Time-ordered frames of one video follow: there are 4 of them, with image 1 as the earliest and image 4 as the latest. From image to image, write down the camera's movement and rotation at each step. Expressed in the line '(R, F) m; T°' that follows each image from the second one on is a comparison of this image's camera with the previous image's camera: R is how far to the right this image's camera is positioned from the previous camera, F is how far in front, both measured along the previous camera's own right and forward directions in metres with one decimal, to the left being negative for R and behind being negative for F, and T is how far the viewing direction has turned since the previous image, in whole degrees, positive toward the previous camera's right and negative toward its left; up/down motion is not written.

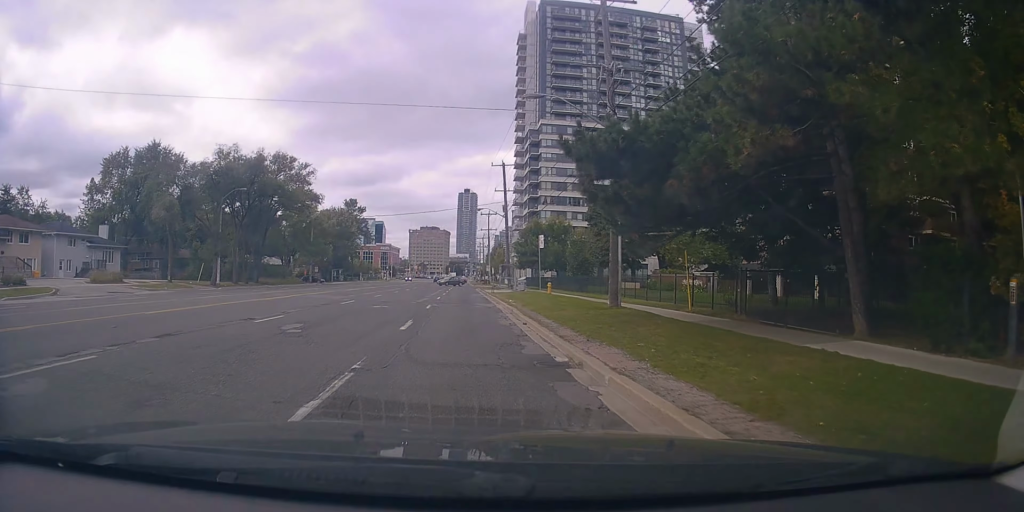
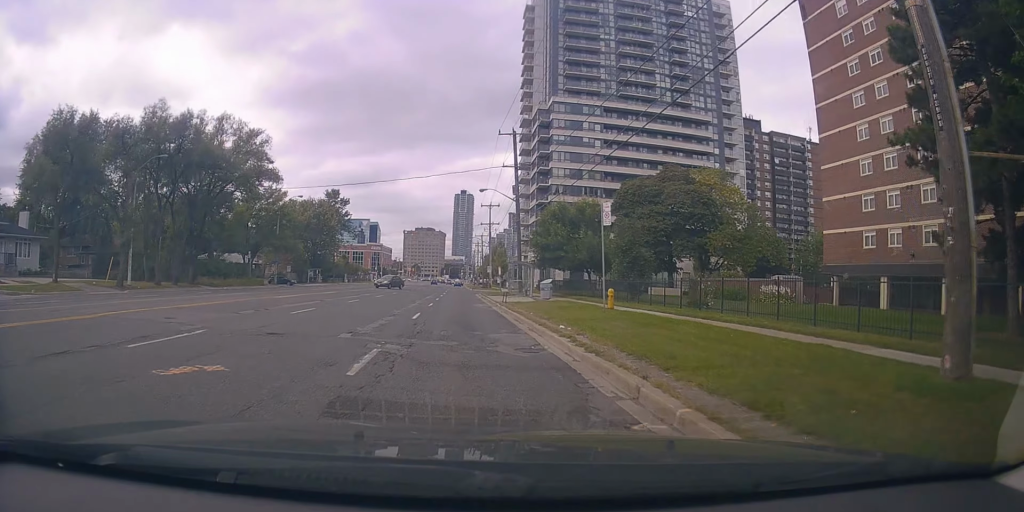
(-0.2, +15.6) m; -1°
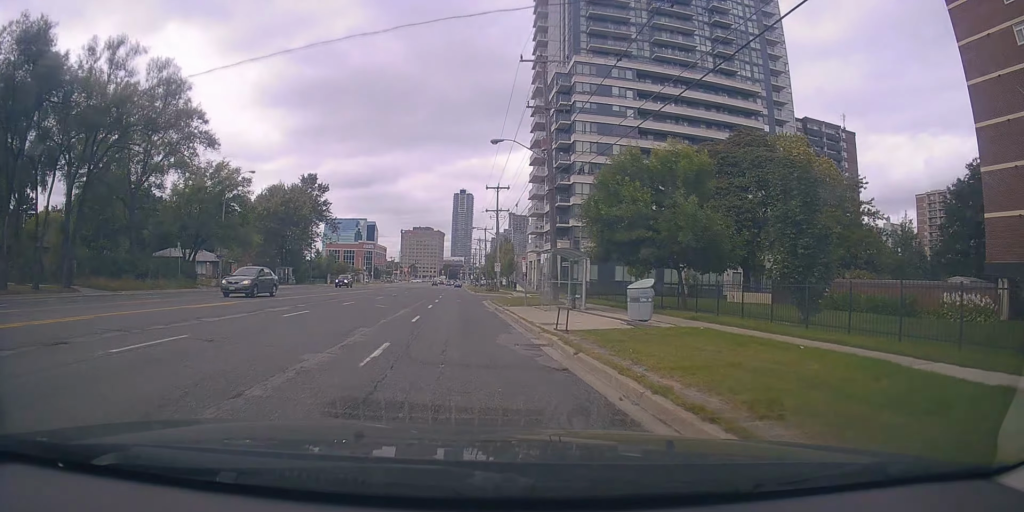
(+0.2, +17.9) m; +2°
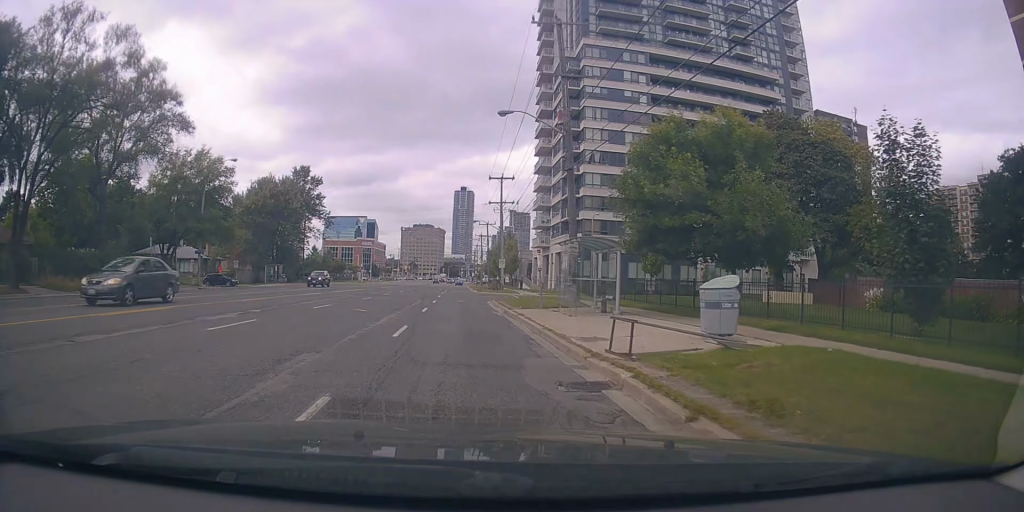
(+0.2, +5.1) m; 0°
